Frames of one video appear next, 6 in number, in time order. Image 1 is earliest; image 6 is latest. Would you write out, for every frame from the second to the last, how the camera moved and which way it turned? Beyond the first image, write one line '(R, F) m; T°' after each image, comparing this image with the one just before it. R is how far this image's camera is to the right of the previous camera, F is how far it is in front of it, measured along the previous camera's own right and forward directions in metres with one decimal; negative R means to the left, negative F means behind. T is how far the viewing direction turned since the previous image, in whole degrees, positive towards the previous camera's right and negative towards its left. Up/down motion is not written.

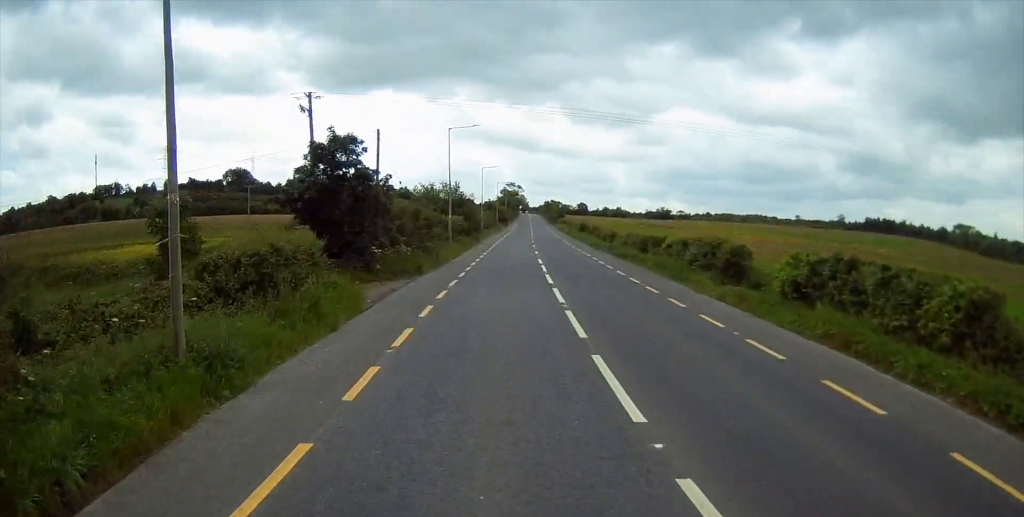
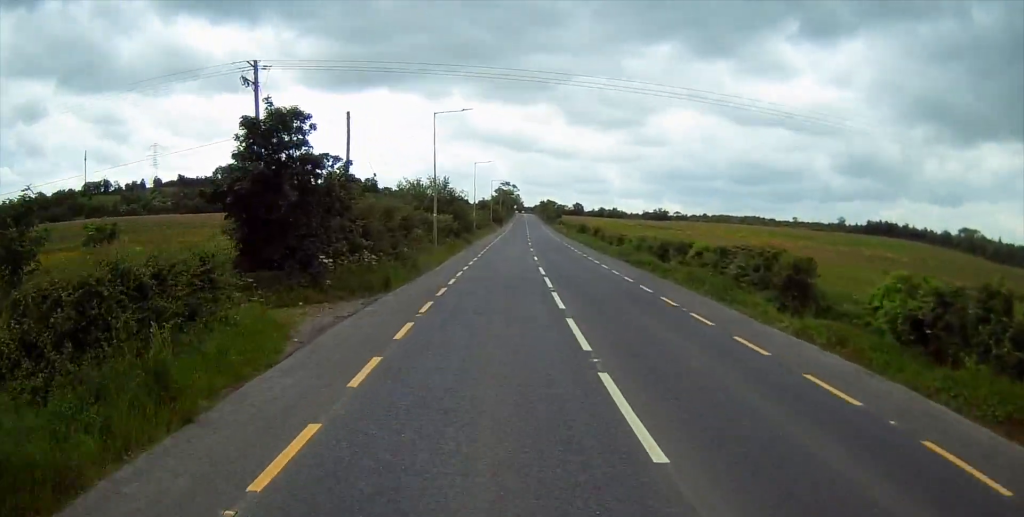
(0.0, +7.2) m; 0°
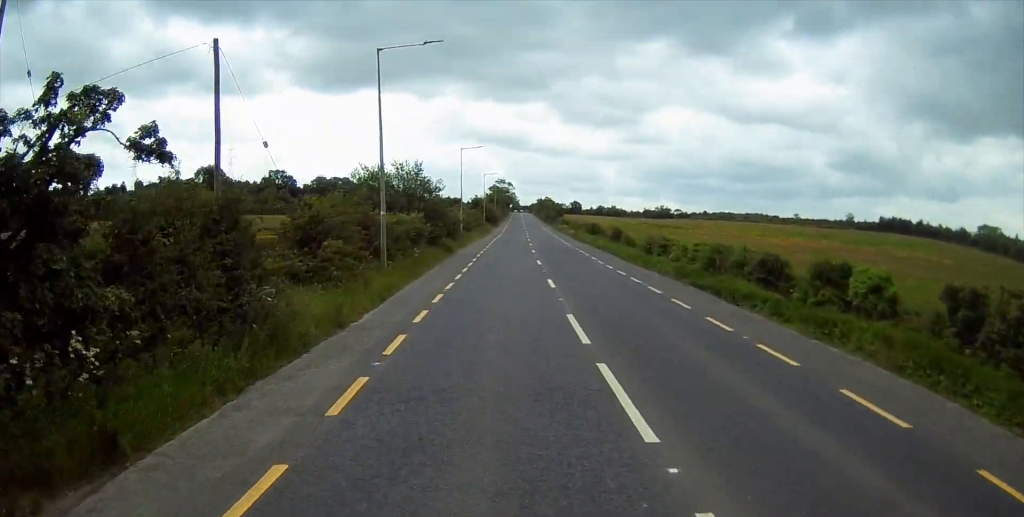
(-0.1, +17.3) m; 0°
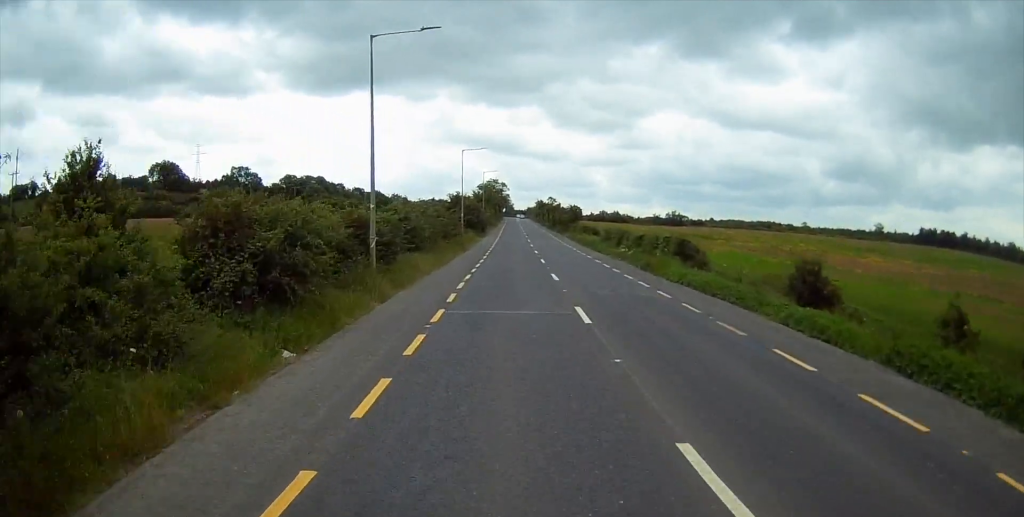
(+1.2, +43.8) m; +2°
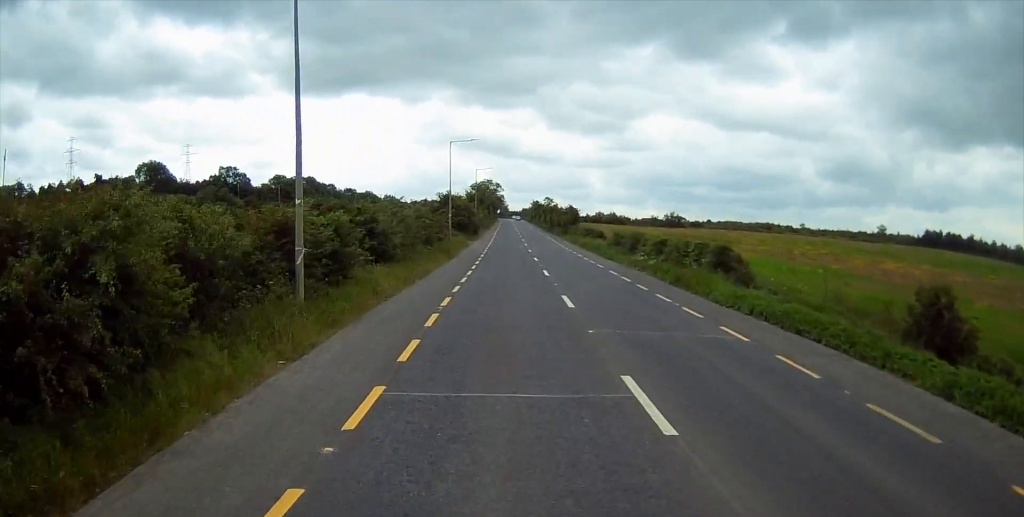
(0.0, +8.3) m; 0°
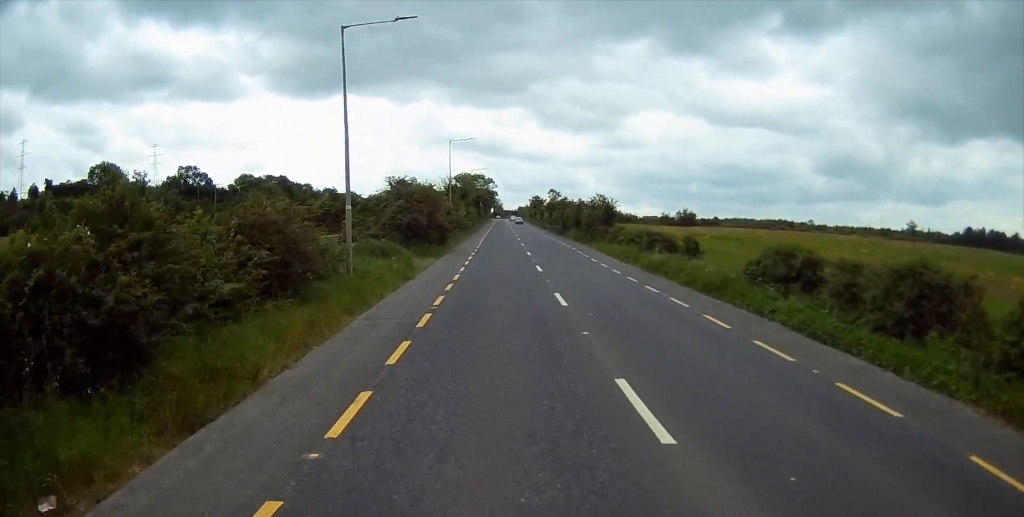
(0.0, +35.6) m; +1°
